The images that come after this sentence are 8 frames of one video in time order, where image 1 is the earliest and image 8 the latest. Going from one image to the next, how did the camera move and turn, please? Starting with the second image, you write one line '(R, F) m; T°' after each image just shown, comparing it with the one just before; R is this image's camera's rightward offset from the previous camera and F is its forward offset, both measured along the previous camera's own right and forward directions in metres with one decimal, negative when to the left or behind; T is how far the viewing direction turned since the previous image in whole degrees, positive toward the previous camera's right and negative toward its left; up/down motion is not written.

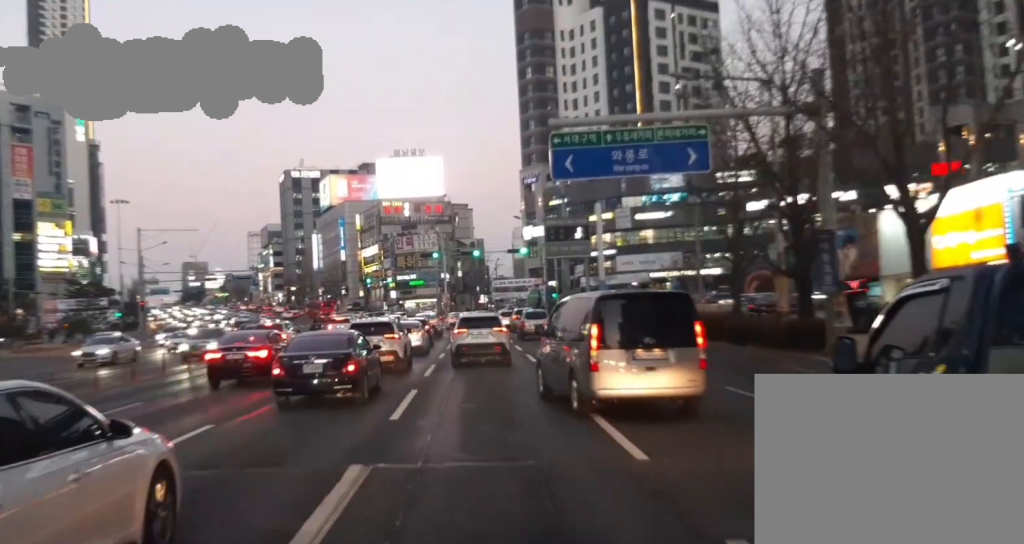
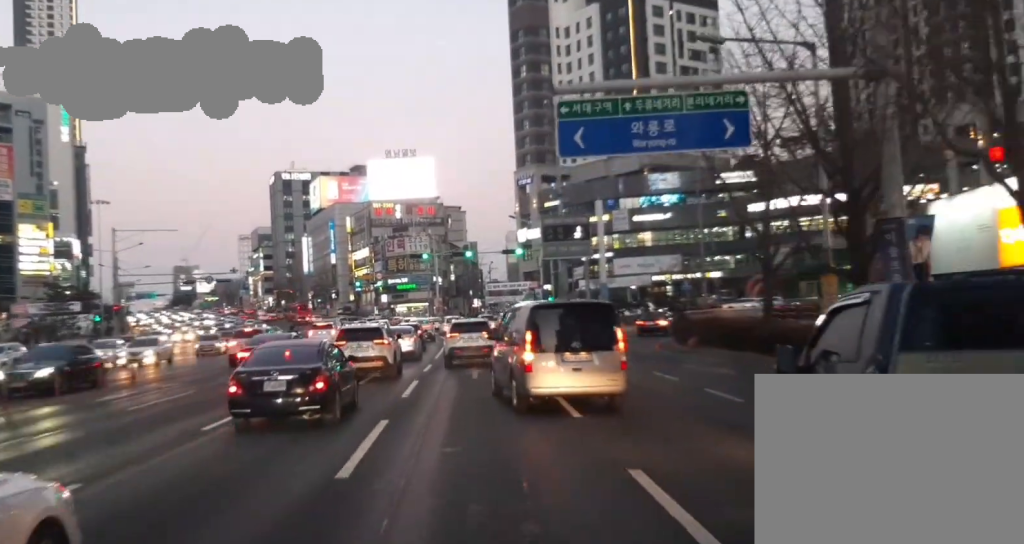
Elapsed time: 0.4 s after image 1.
(0.0, +4.1) m; +1°
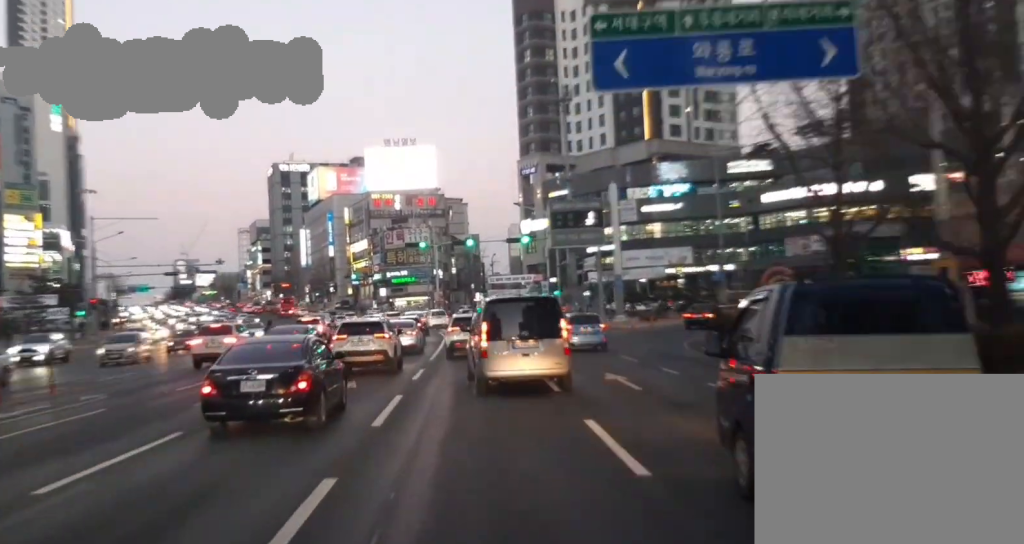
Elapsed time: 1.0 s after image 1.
(-0.1, +5.1) m; +1°
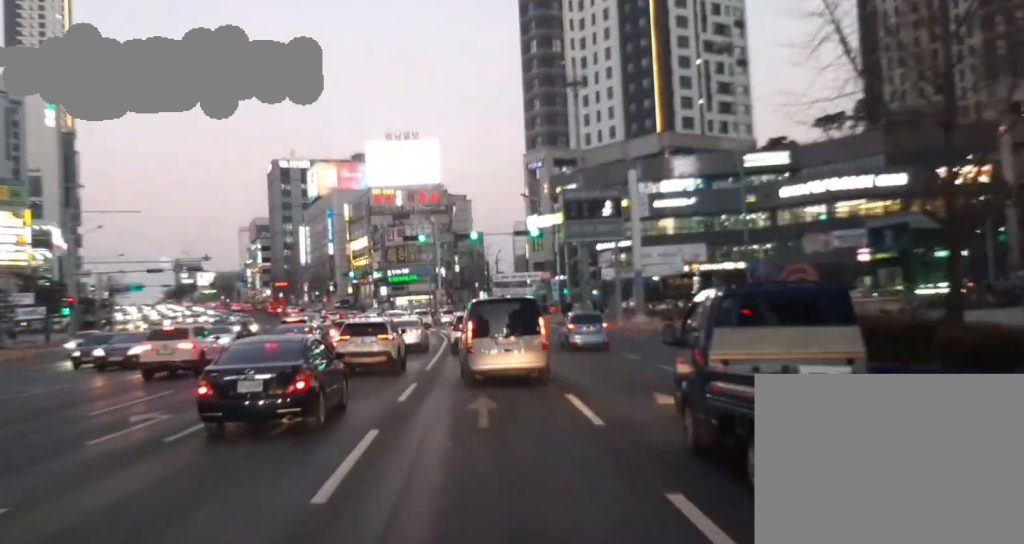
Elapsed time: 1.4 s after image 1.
(+0.1, +5.0) m; +1°
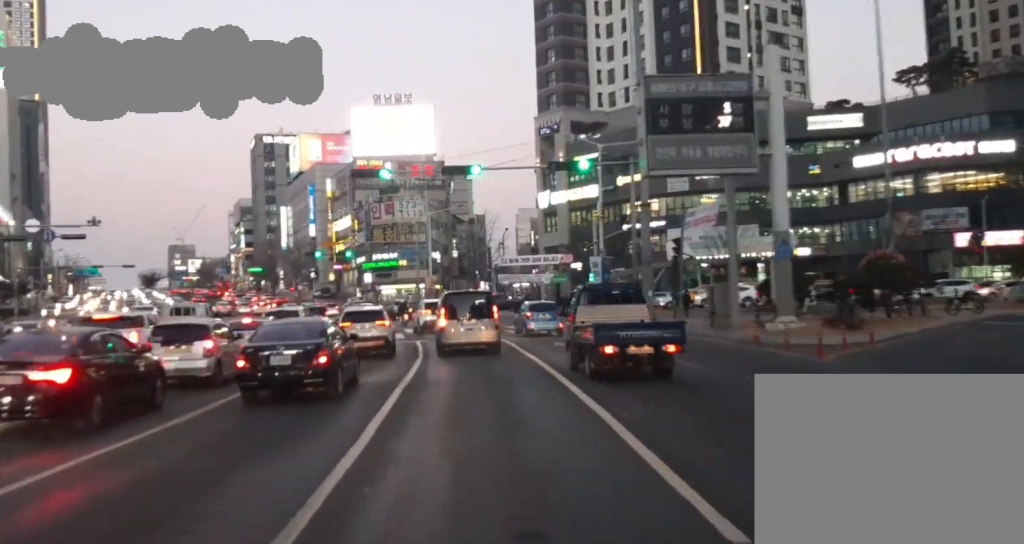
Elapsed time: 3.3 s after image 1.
(+0.4, +24.7) m; +1°
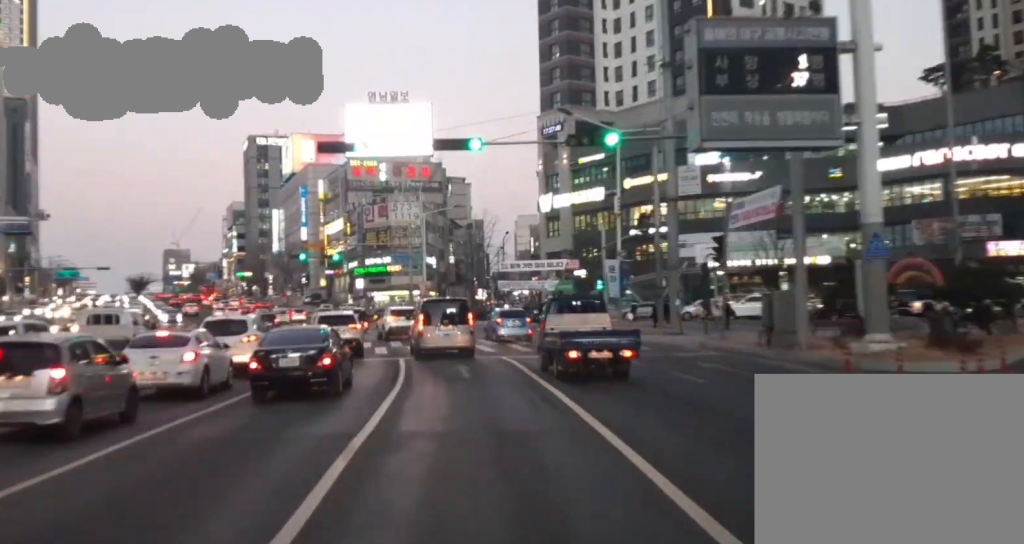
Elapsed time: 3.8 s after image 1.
(-0.1, +7.4) m; 0°
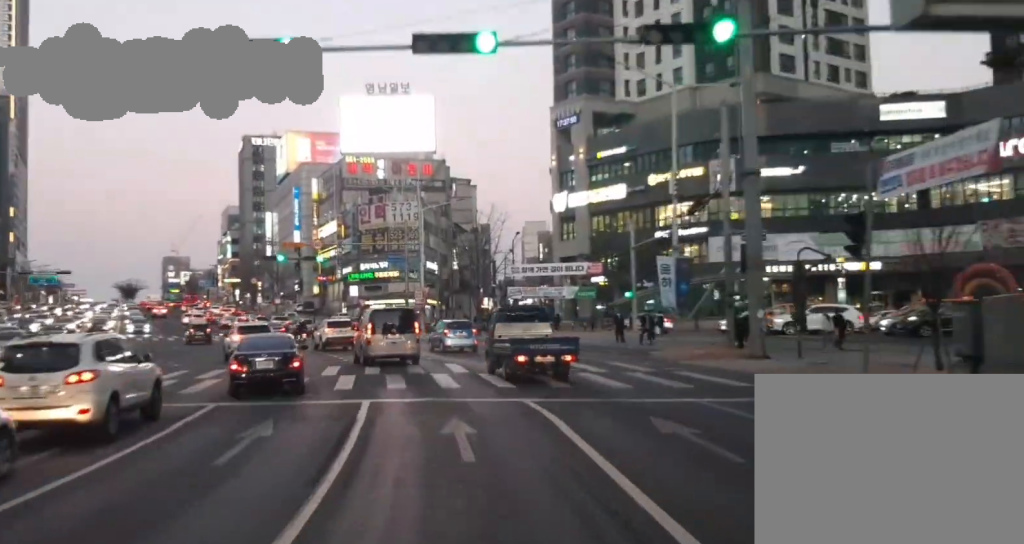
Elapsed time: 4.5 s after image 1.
(+0.1, +11.3) m; +1°
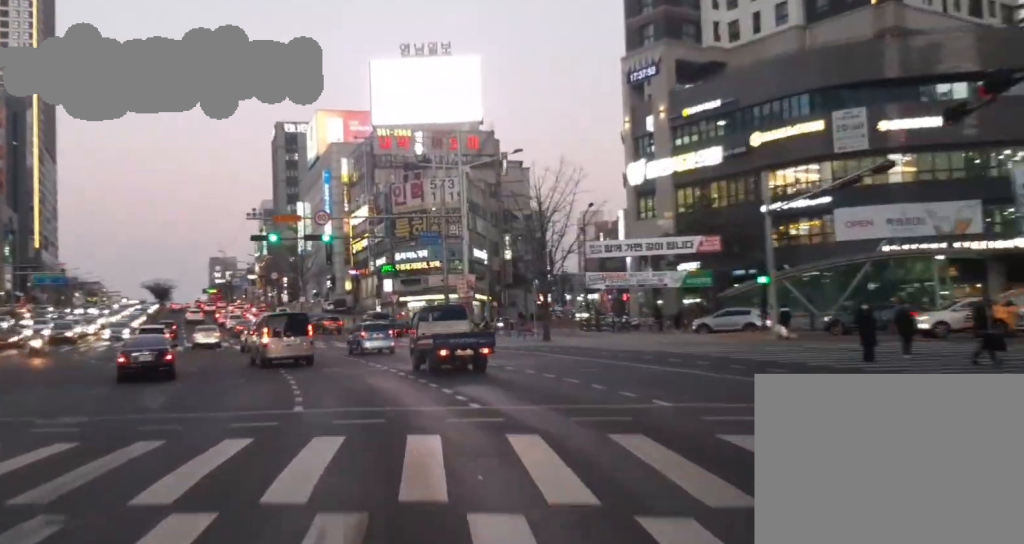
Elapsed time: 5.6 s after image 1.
(+0.2, +18.1) m; 0°
